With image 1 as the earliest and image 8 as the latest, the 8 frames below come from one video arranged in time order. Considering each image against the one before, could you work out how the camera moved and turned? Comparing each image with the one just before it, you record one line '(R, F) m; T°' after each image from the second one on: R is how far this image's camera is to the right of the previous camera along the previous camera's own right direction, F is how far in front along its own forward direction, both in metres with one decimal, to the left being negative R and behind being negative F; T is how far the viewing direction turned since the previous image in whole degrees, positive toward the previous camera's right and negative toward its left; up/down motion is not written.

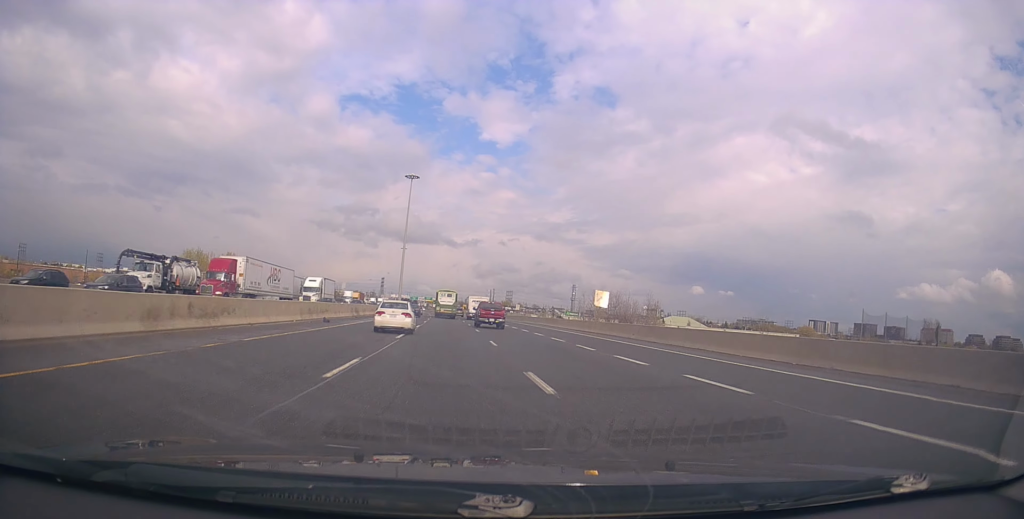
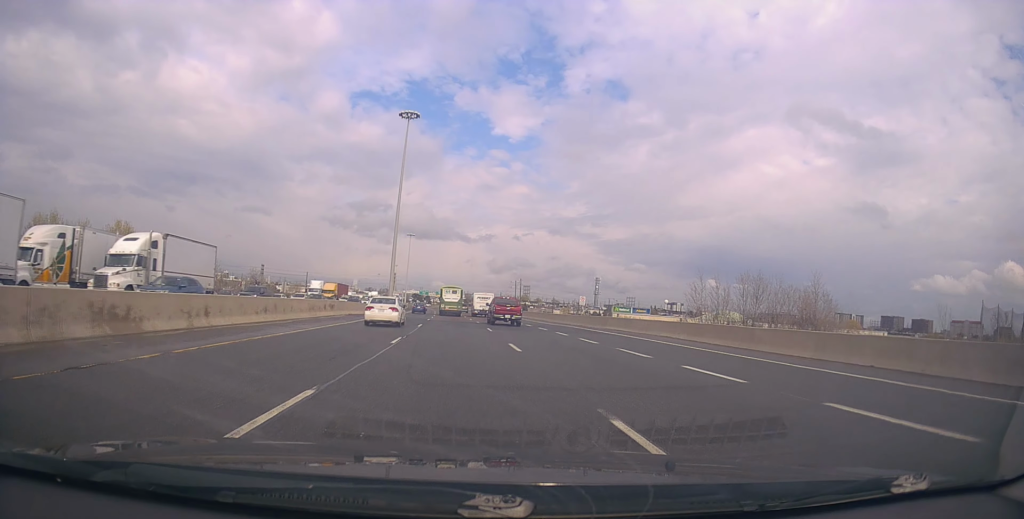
(0.0, +41.2) m; -2°
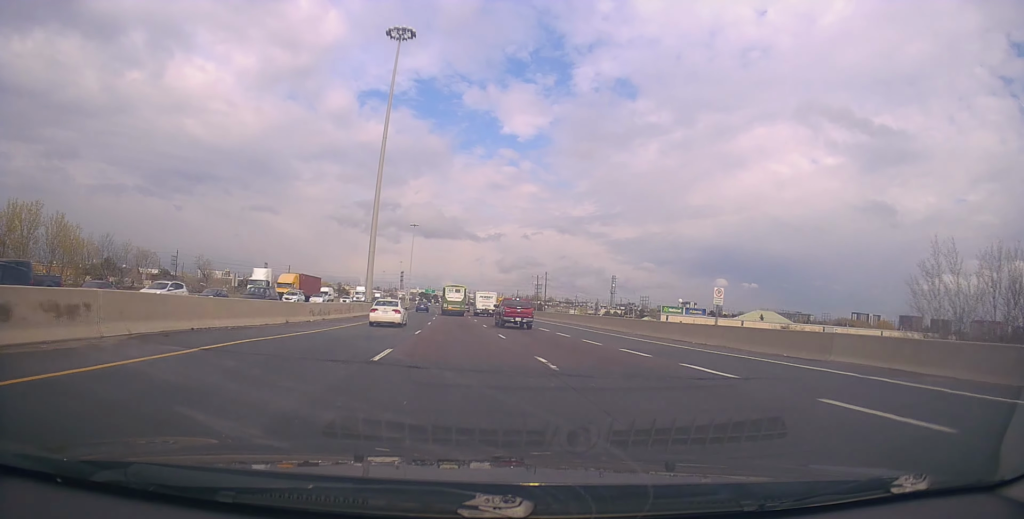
(-1.1, +29.2) m; 0°
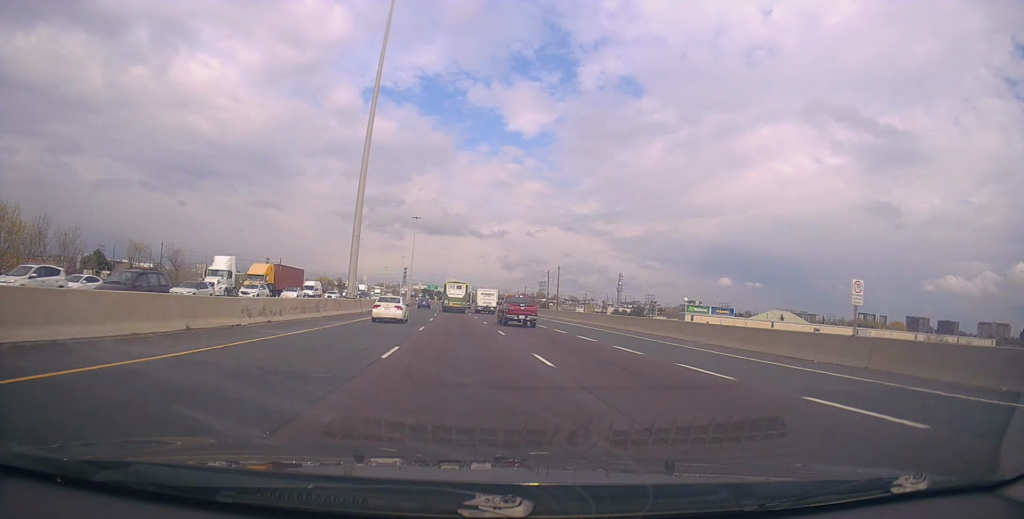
(+0.5, +11.3) m; 0°
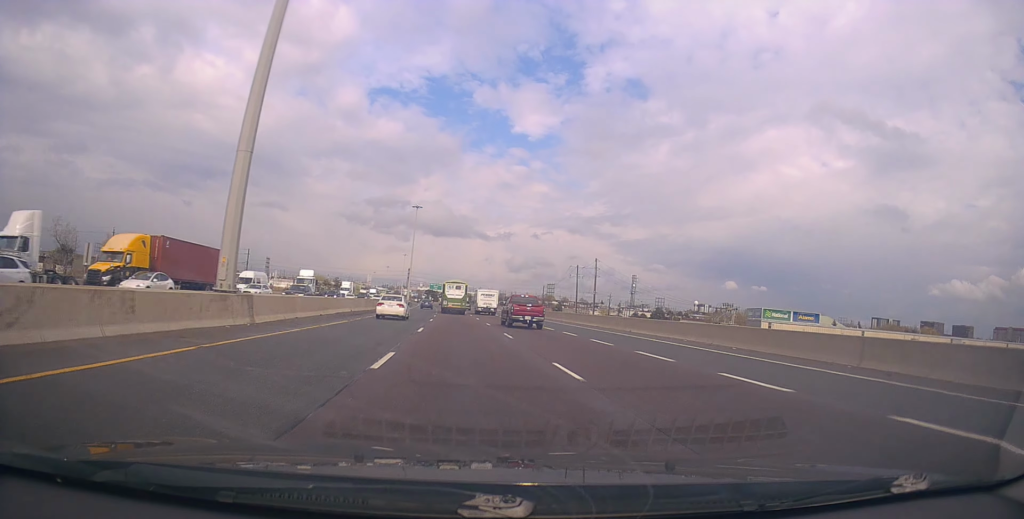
(+0.1, +26.4) m; -1°
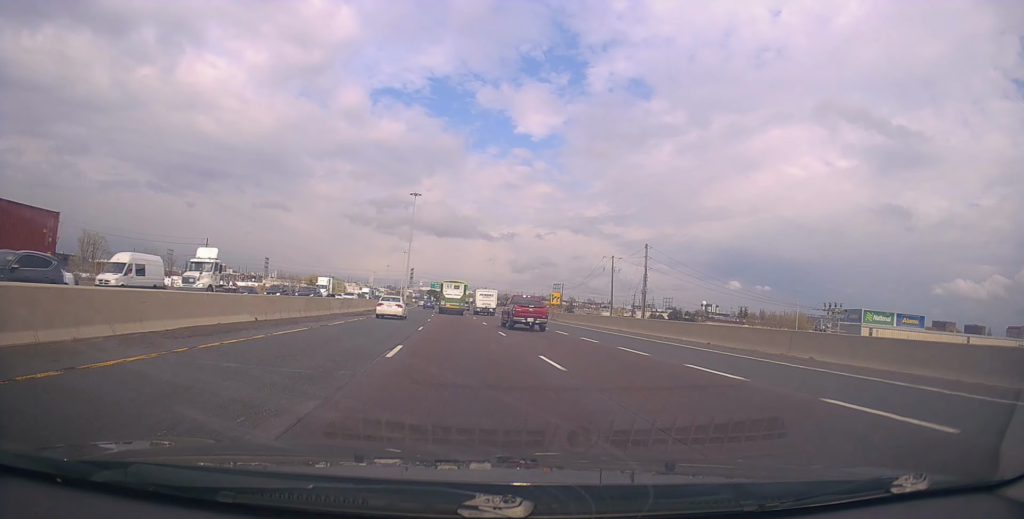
(-0.4, +22.5) m; -1°
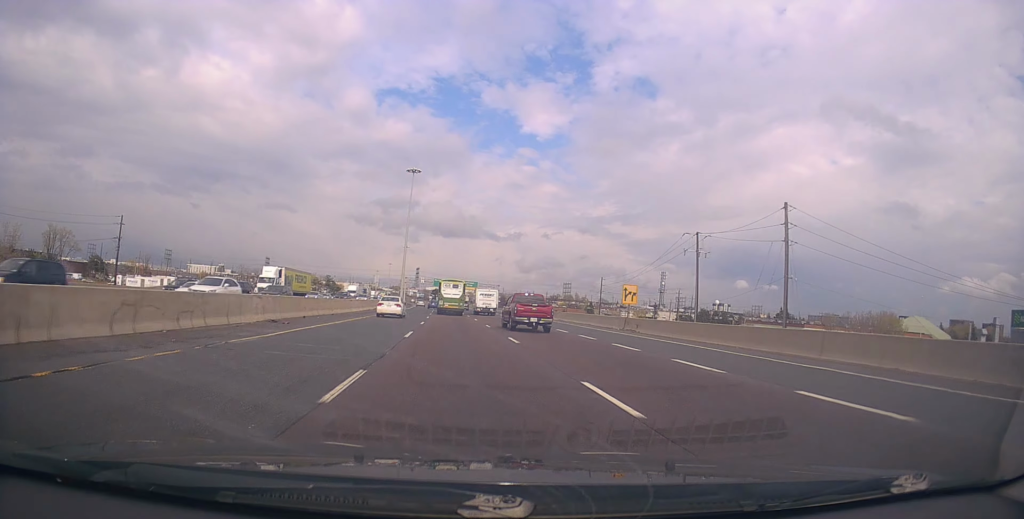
(+0.1, +29.4) m; -1°
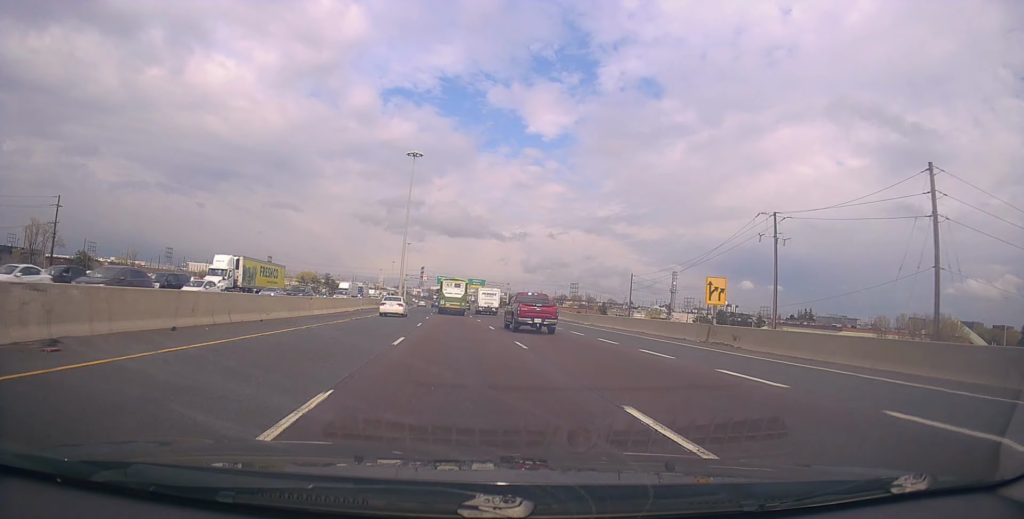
(-0.1, +15.1) m; -1°
